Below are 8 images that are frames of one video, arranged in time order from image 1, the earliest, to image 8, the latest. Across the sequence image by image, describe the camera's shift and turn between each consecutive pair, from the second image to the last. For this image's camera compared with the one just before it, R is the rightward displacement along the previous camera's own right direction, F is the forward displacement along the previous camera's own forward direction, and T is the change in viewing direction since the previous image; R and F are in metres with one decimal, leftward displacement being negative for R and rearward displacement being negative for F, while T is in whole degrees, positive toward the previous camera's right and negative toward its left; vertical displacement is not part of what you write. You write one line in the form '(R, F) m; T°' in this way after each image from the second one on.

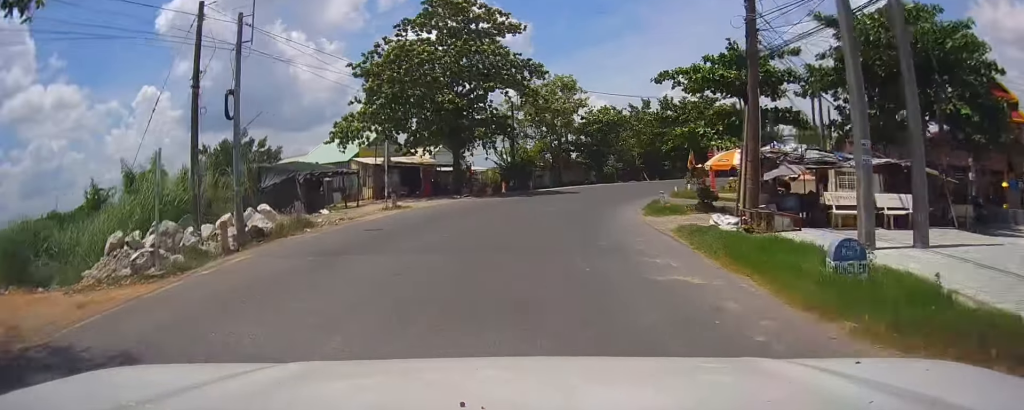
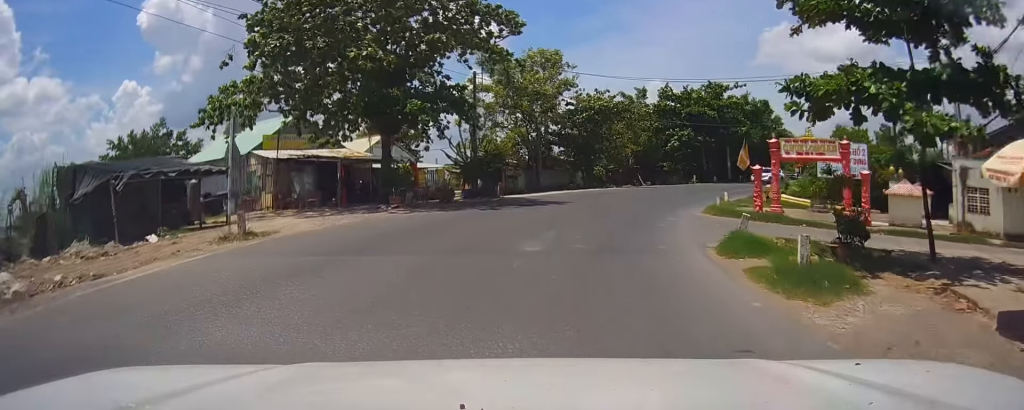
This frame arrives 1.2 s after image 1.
(0.0, +14.4) m; 0°
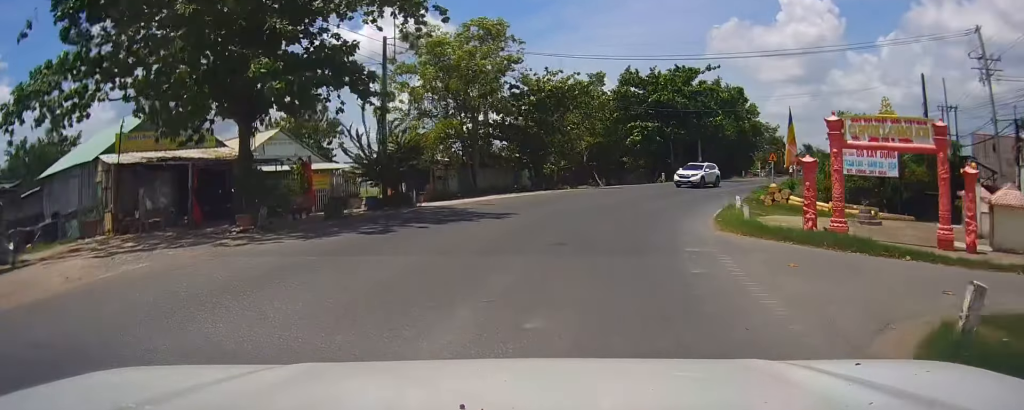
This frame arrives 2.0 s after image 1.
(0.0, +9.8) m; +1°
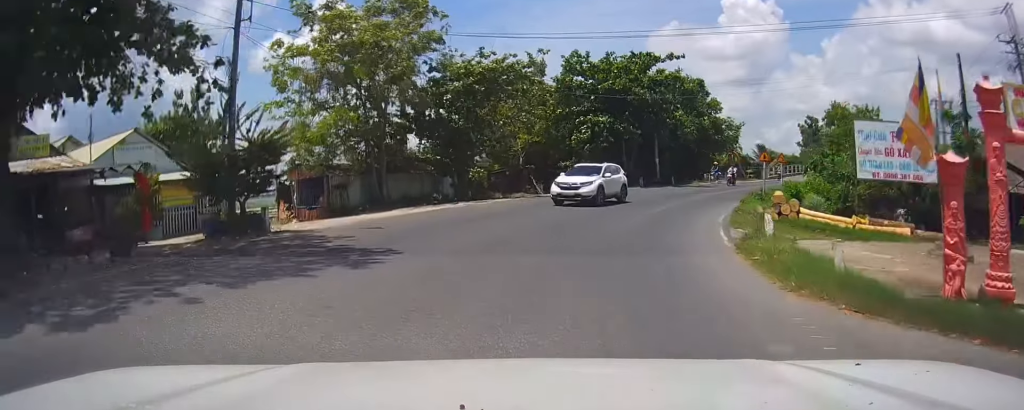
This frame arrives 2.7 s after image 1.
(+0.1, +8.1) m; +2°
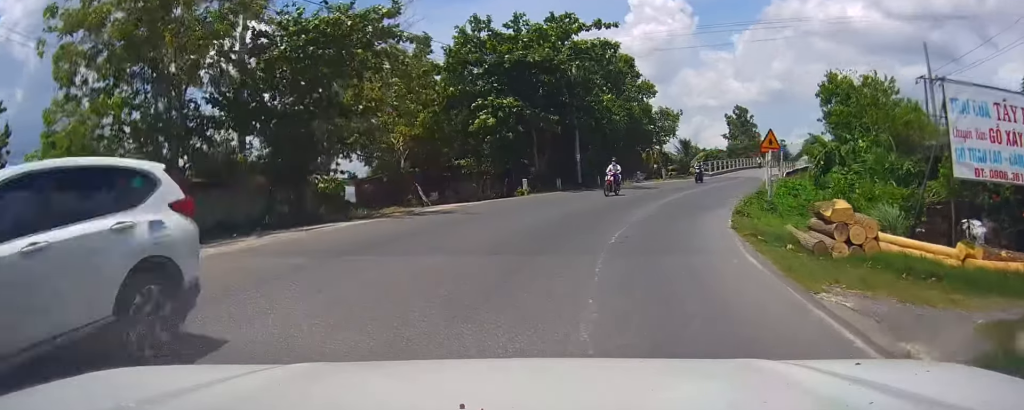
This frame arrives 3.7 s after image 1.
(+0.5, +11.9) m; +6°
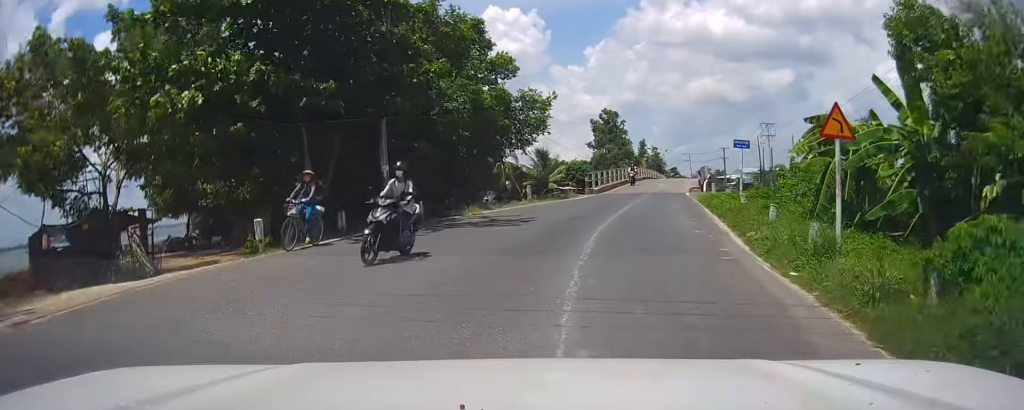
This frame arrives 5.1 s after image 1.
(+1.4, +16.0) m; +9°
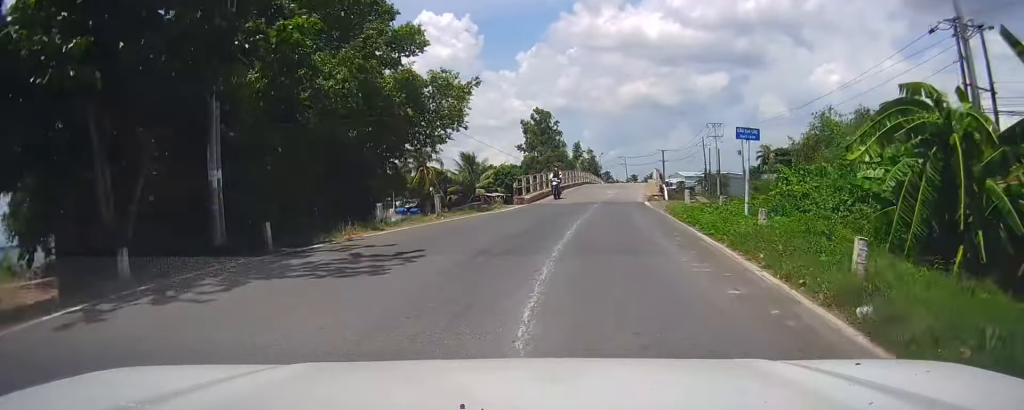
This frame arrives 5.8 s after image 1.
(+0.3, +8.0) m; +5°
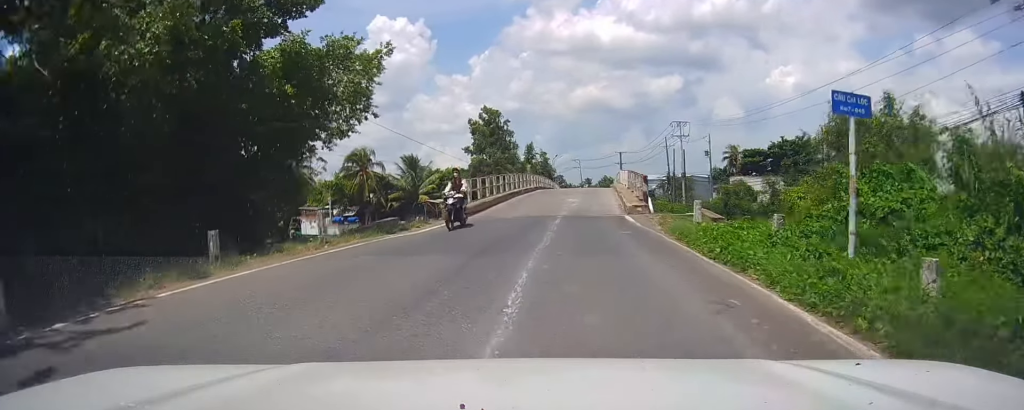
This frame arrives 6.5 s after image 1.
(0.0, +7.7) m; +6°
